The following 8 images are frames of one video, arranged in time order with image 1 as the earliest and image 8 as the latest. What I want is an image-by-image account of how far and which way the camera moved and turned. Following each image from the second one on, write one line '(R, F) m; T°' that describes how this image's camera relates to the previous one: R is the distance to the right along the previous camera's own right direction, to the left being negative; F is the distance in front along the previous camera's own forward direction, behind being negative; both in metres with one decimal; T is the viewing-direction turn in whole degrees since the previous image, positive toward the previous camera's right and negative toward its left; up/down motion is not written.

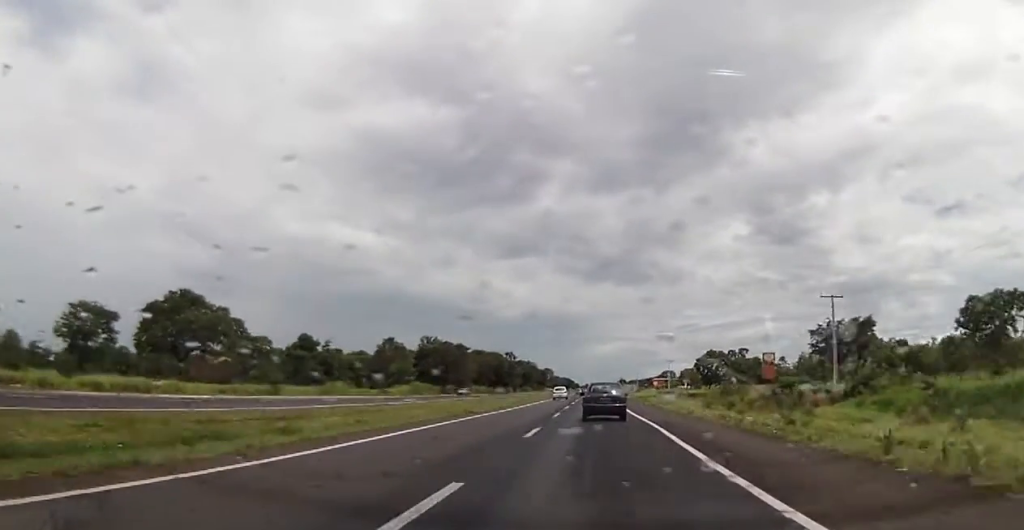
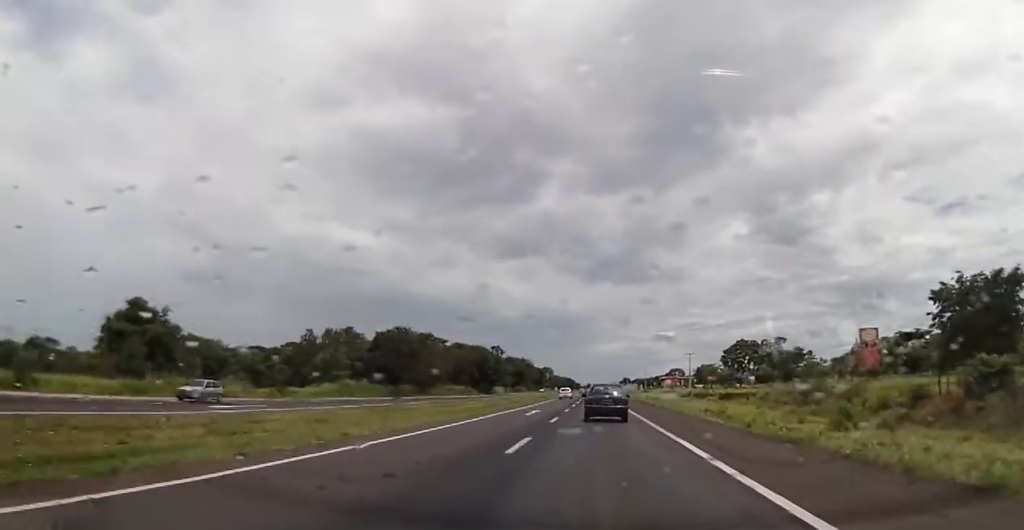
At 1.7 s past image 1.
(-0.7, +41.2) m; 0°
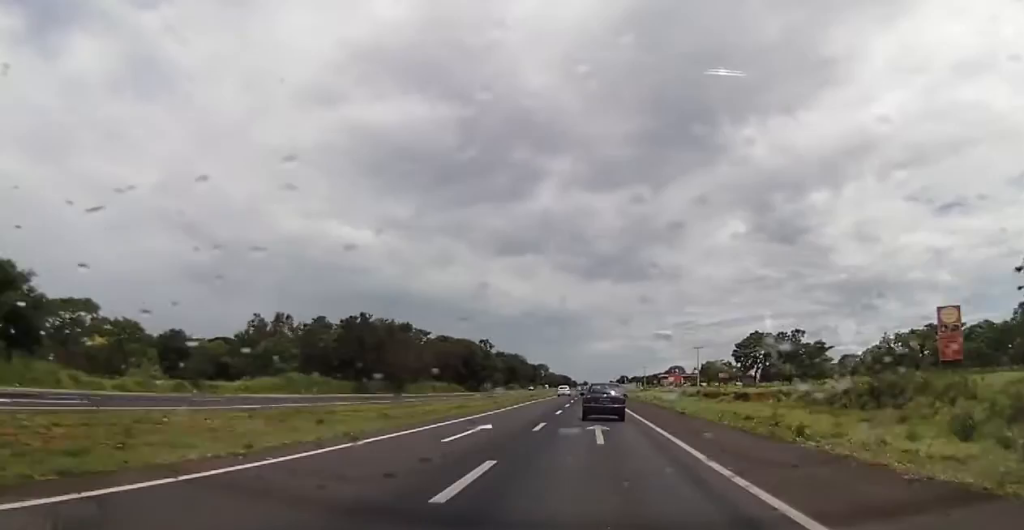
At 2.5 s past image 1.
(+0.6, +17.9) m; +1°
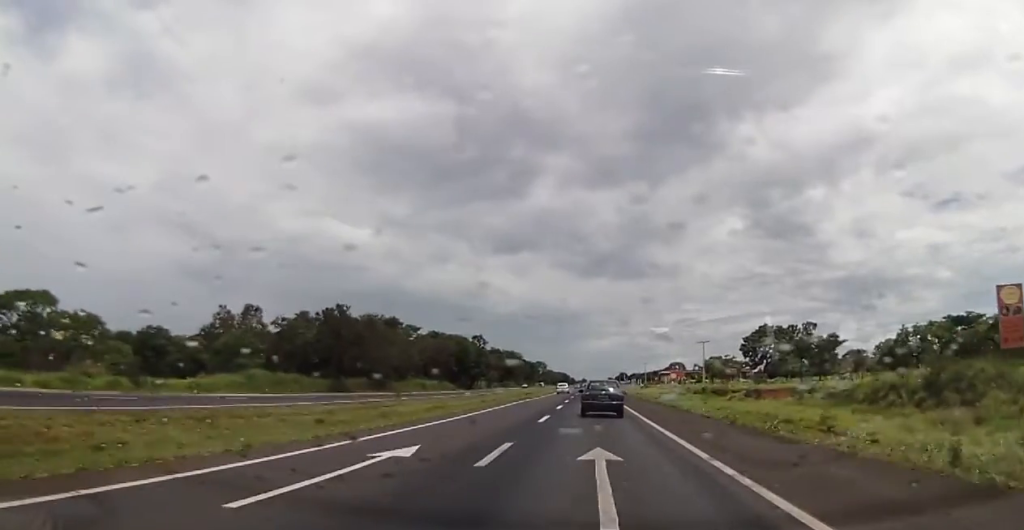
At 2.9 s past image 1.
(-0.1, +9.2) m; 0°
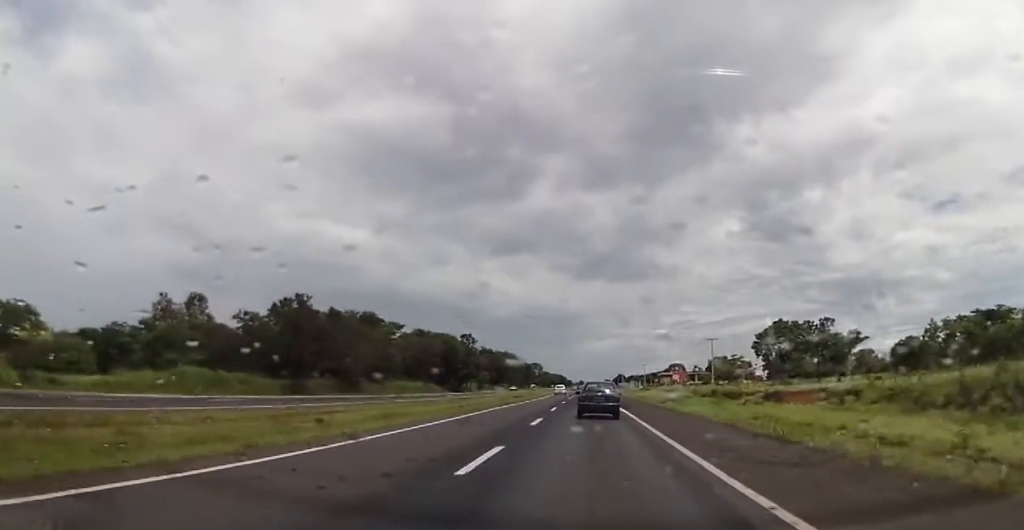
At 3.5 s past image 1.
(-0.1, +13.0) m; 0°
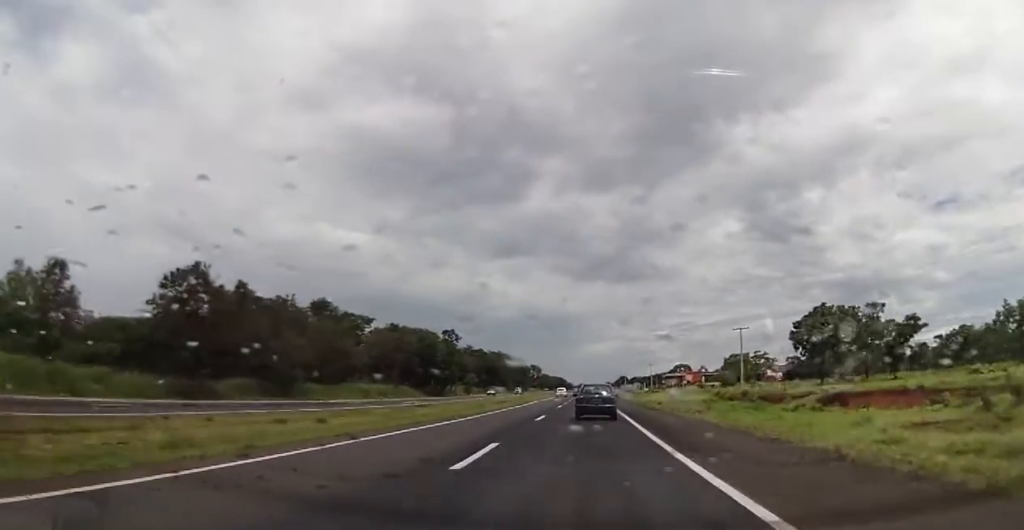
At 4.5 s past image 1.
(0.0, +23.5) m; +1°
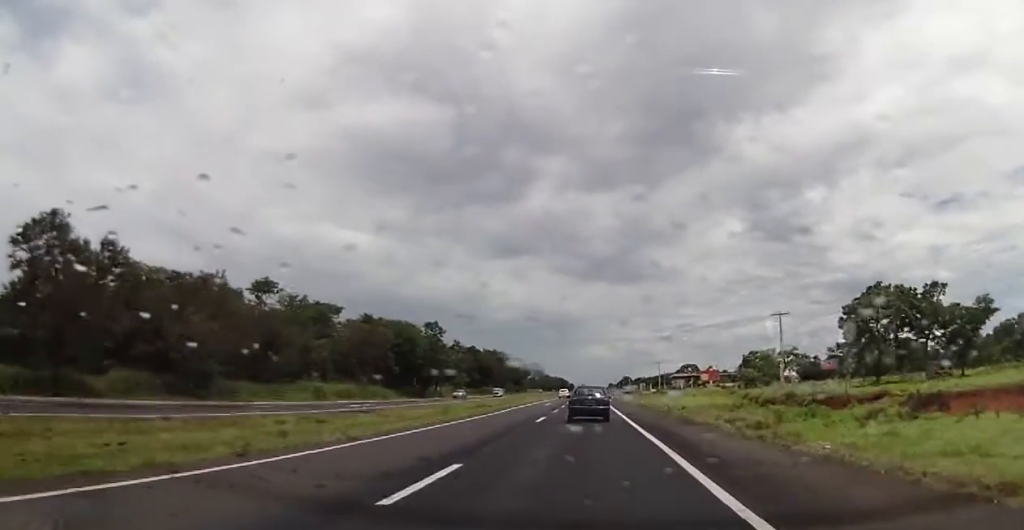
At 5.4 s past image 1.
(+0.4, +19.7) m; -1°
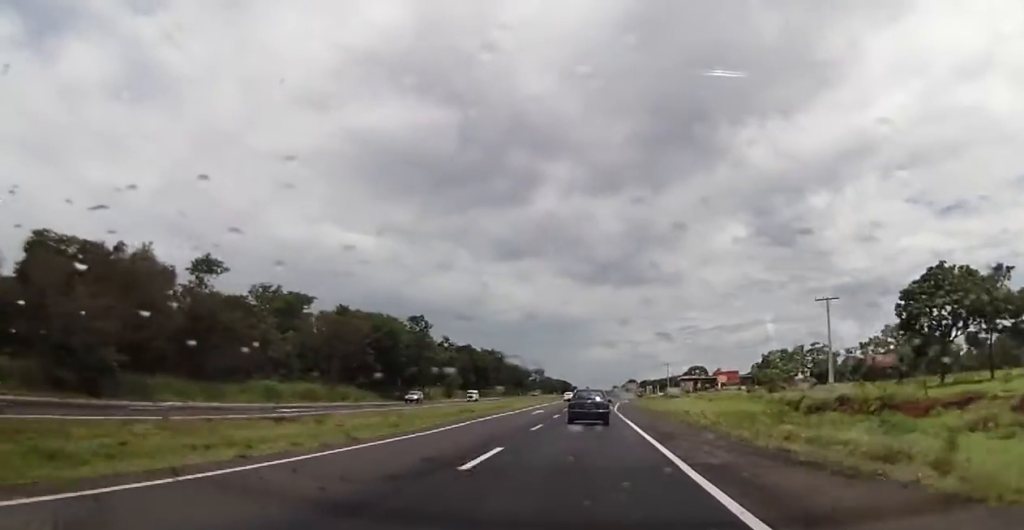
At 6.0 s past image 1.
(-0.5, +15.2) m; 0°
